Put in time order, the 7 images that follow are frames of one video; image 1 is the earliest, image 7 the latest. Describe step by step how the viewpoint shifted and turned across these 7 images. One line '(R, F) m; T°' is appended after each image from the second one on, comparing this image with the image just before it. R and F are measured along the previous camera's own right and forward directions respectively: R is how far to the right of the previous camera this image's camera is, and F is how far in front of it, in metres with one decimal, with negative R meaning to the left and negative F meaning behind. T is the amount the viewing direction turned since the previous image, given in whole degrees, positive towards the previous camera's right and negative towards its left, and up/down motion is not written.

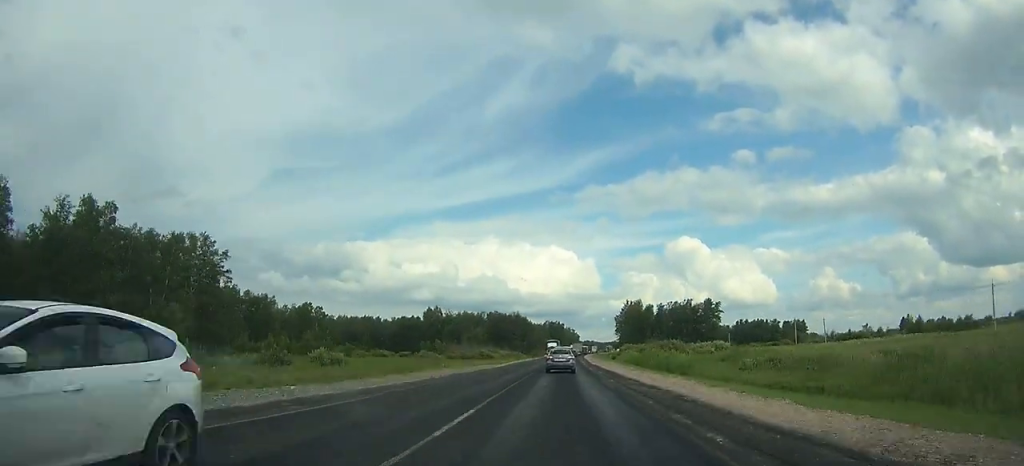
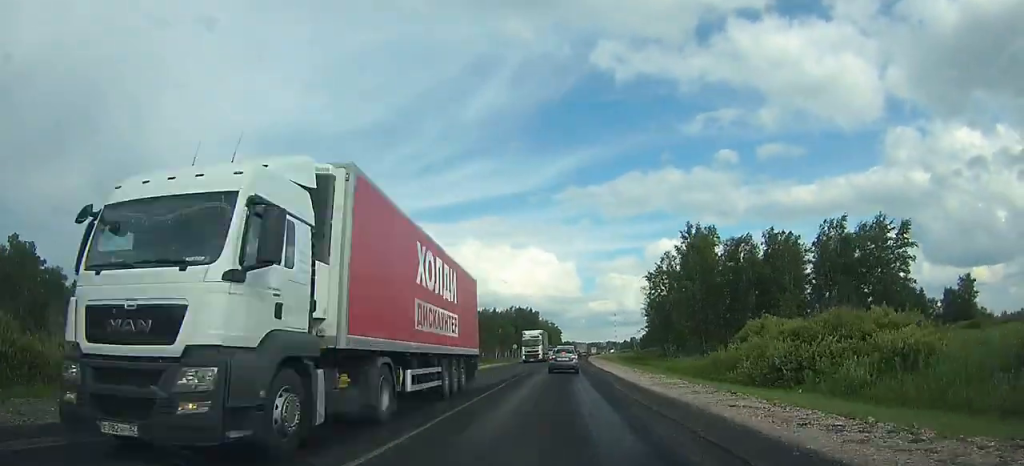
(+1.9, +115.3) m; +3°
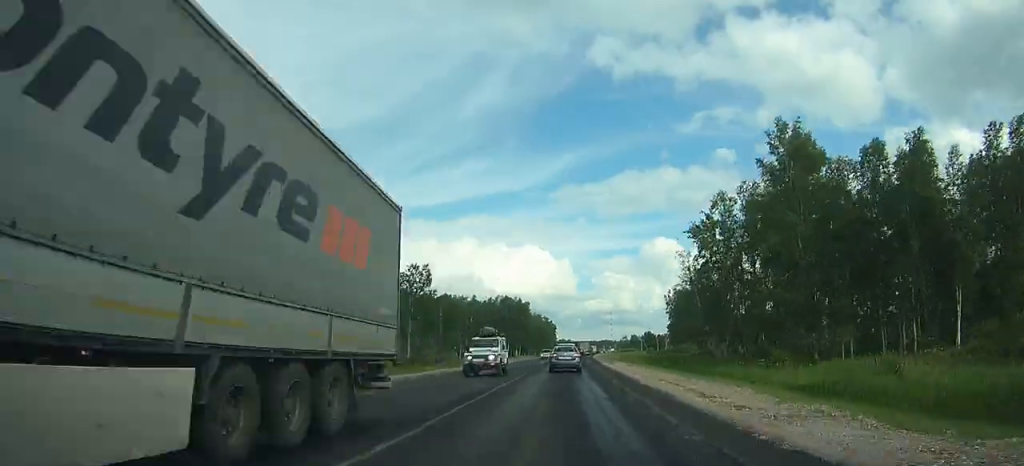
(+0.5, +35.1) m; +1°
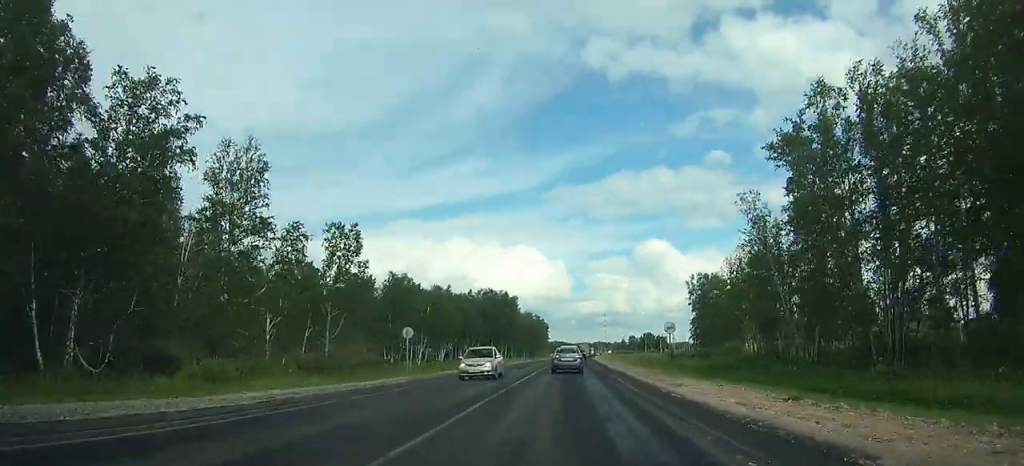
(+0.1, +28.2) m; +1°
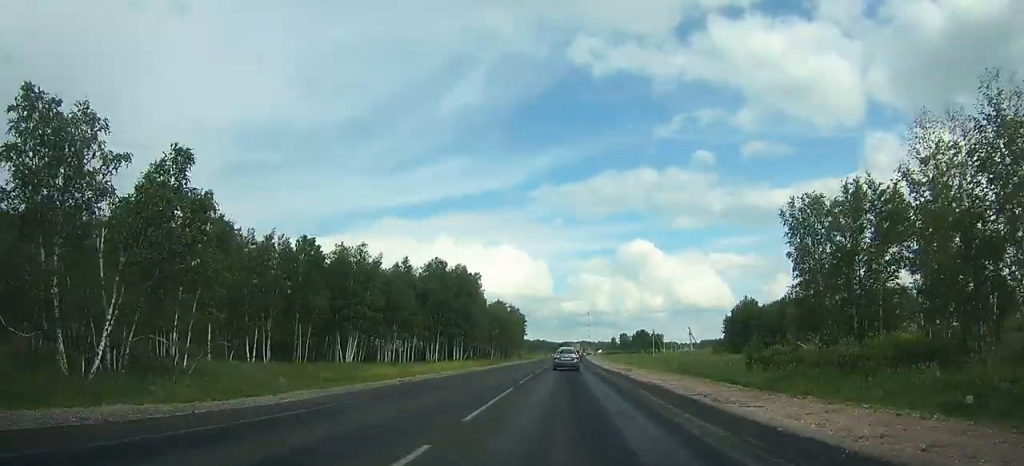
(+0.9, +53.2) m; +2°
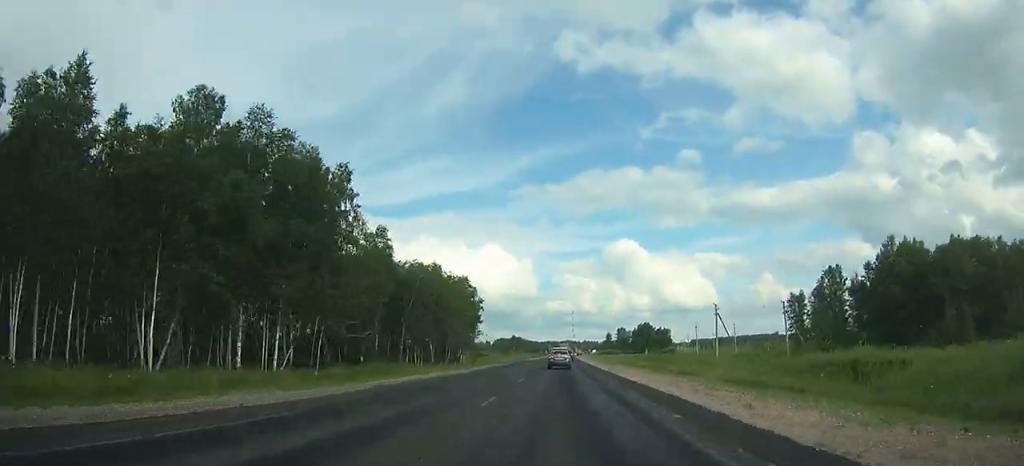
(+4.1, +74.2) m; +2°
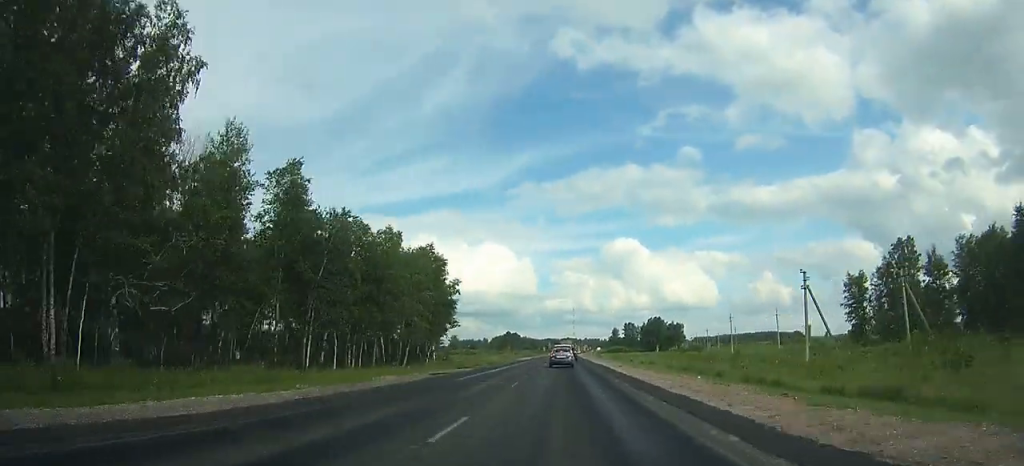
(-0.6, +26.9) m; -2°
